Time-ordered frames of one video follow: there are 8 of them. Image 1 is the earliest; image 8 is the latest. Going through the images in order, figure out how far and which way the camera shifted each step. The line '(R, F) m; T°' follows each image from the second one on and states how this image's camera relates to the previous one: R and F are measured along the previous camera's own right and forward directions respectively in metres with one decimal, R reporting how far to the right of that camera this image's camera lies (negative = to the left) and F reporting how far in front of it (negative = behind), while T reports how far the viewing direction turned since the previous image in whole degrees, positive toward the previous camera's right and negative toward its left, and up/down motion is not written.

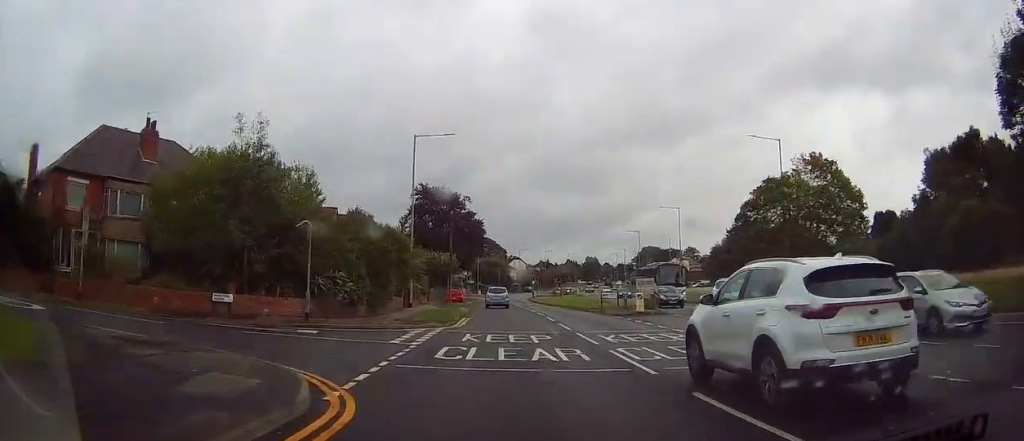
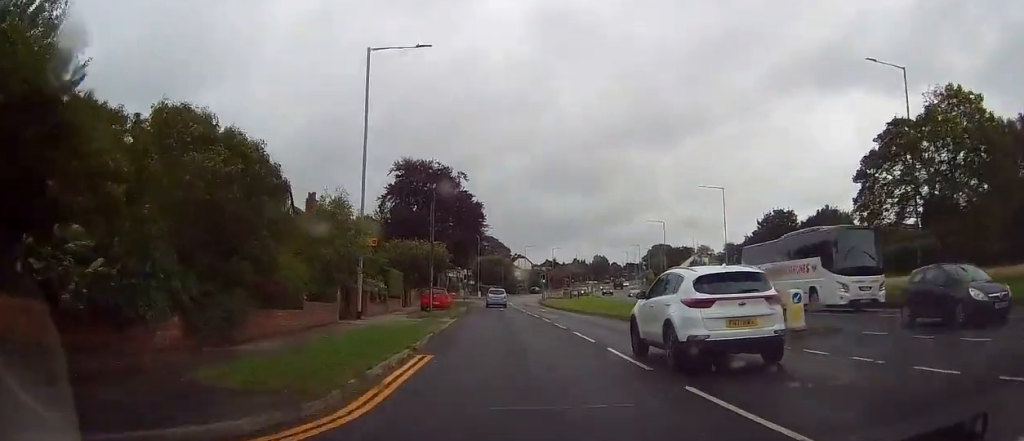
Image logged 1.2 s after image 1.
(+0.4, +17.8) m; 0°
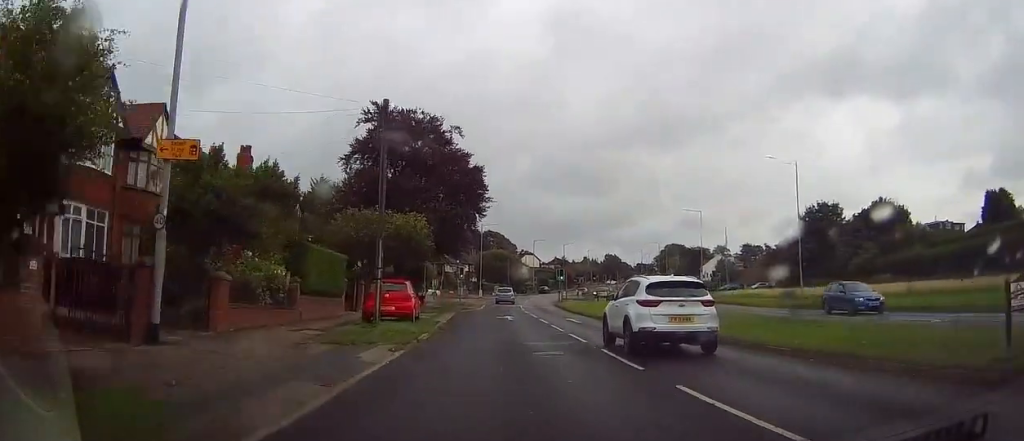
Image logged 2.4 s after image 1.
(-0.5, +17.9) m; -1°
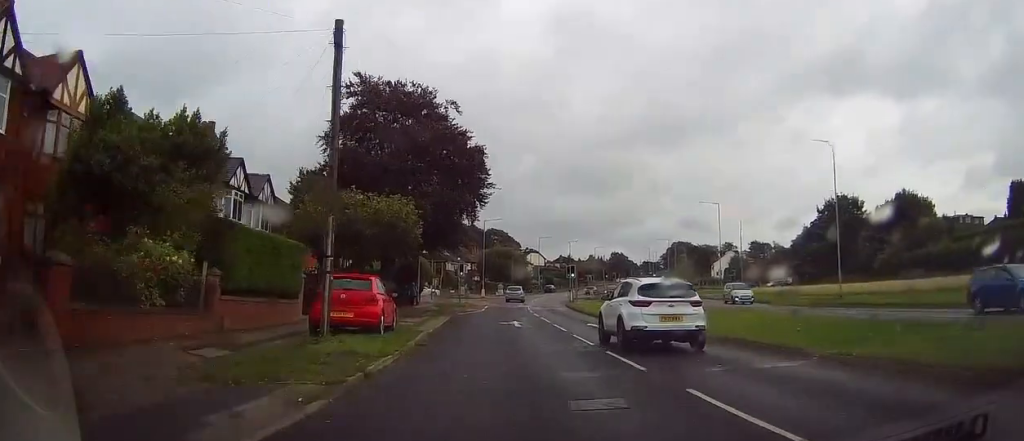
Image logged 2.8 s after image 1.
(-0.1, +6.5) m; 0°
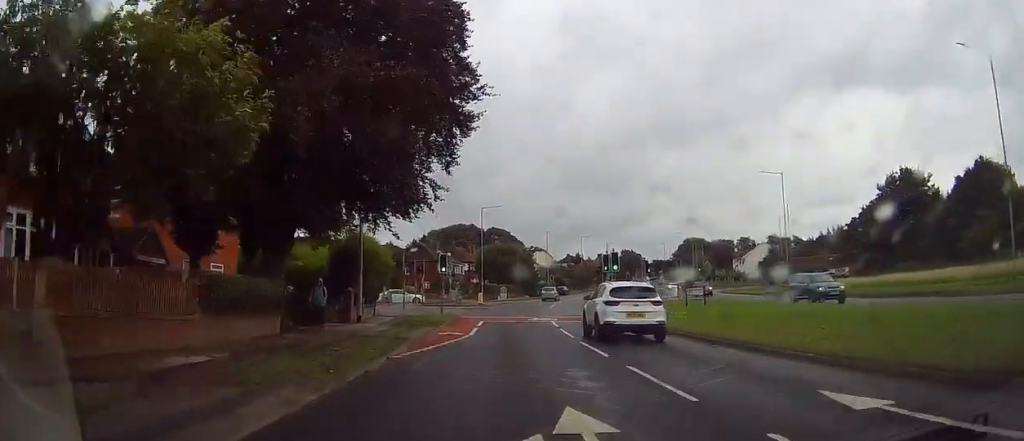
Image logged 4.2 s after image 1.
(+0.2, +20.8) m; 0°
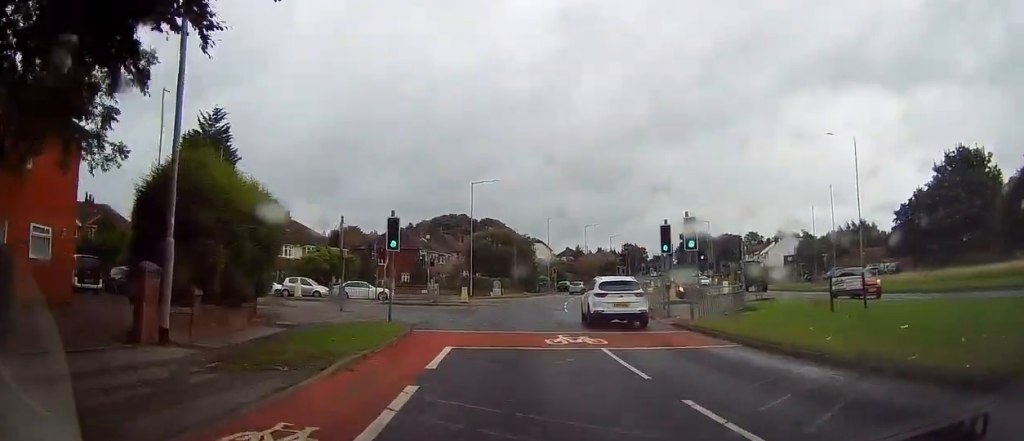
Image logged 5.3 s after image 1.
(+0.1, +16.4) m; +1°
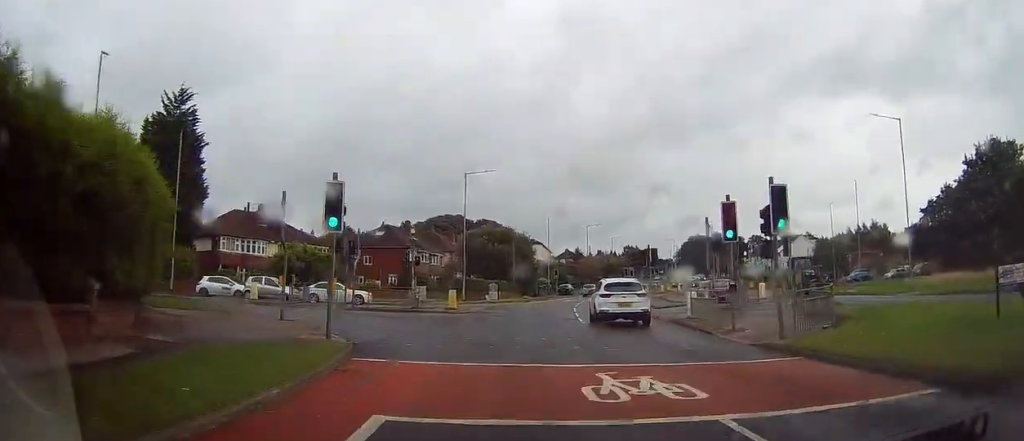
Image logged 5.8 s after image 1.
(+0.1, +7.7) m; +1°
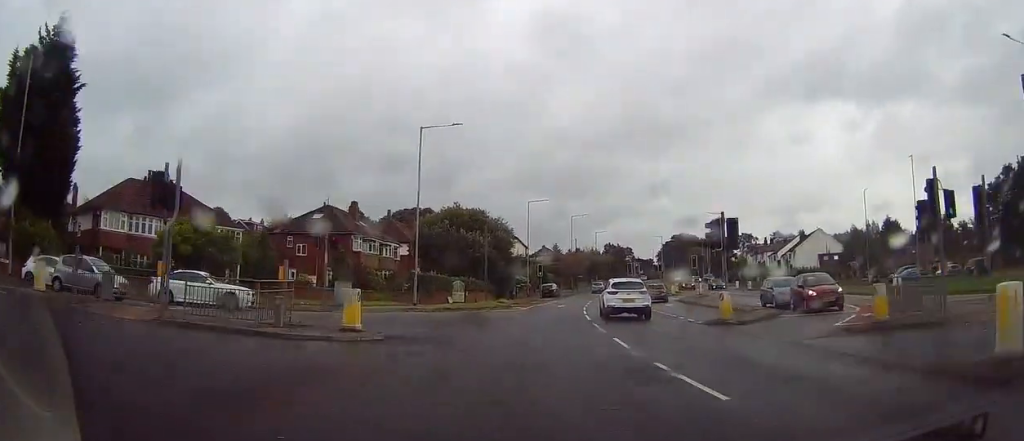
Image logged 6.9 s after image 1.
(+0.1, +17.8) m; 0°
